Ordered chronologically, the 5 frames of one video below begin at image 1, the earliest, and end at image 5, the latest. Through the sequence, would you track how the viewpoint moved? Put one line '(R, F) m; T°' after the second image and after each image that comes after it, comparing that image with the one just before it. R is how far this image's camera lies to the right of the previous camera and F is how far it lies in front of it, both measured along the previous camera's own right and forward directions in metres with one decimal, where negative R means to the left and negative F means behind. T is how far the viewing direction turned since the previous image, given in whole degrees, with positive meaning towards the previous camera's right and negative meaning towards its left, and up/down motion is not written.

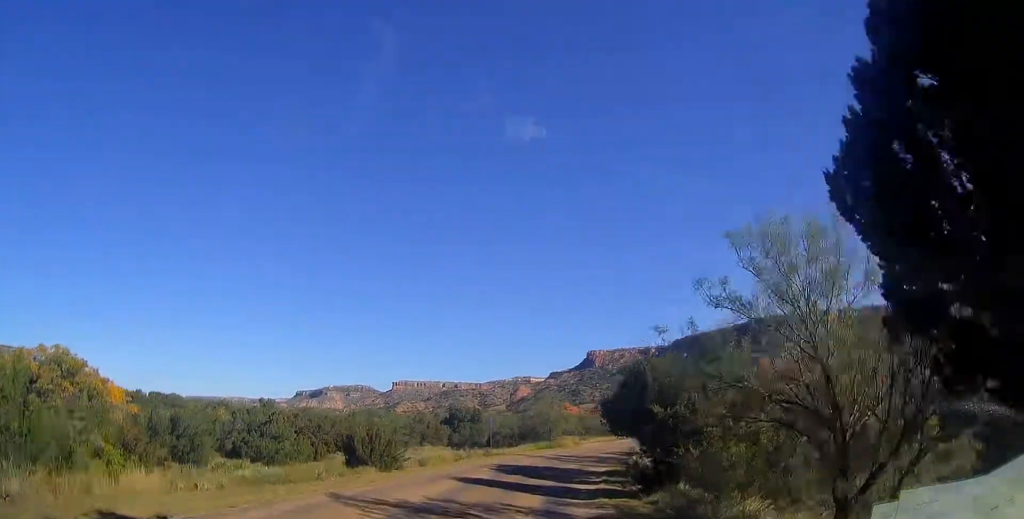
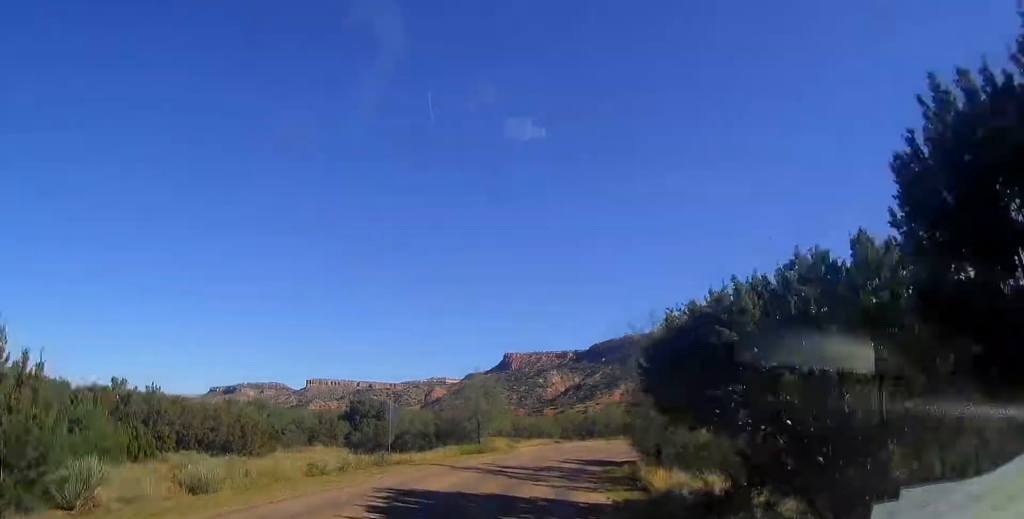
(+1.0, +17.7) m; +7°
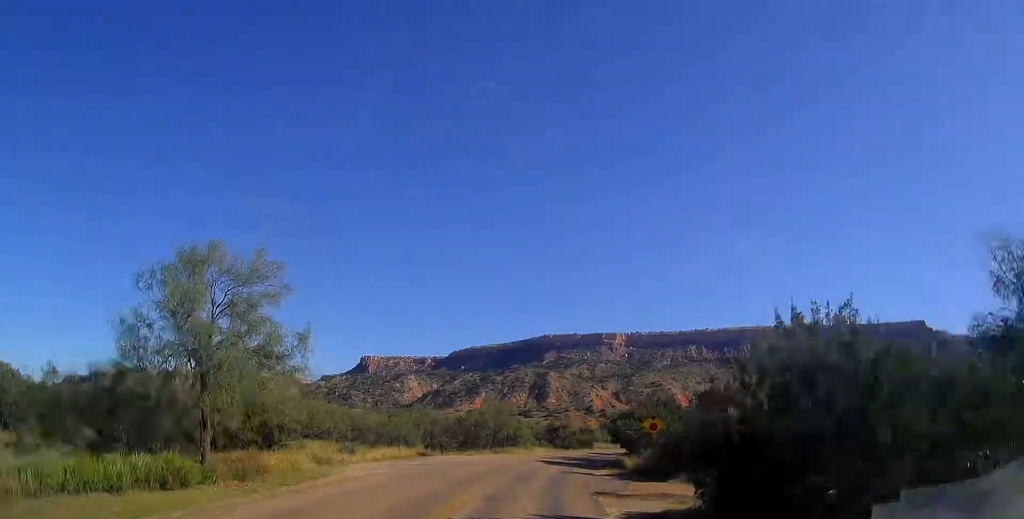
(+3.5, +30.0) m; +14°
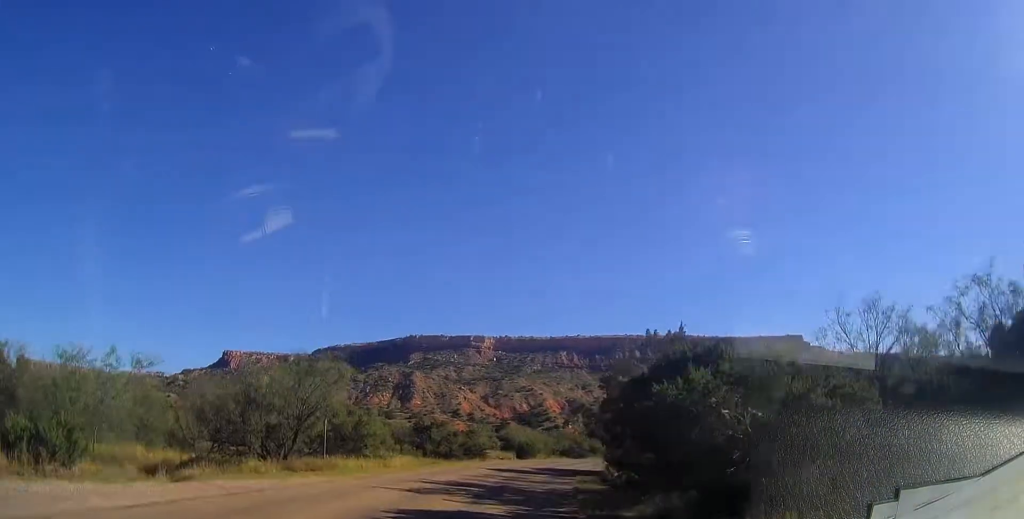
(+3.8, +30.7) m; +12°
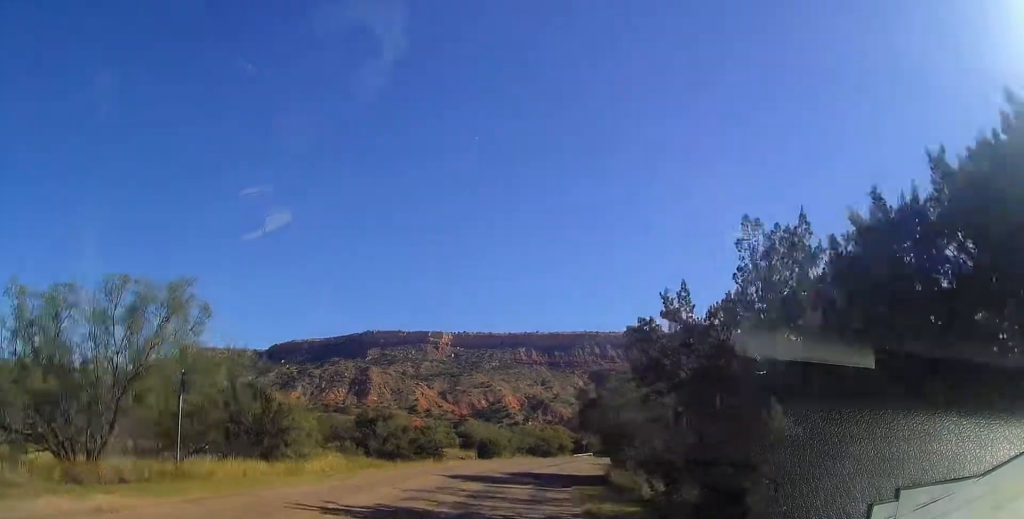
(+0.1, +10.6) m; +4°
